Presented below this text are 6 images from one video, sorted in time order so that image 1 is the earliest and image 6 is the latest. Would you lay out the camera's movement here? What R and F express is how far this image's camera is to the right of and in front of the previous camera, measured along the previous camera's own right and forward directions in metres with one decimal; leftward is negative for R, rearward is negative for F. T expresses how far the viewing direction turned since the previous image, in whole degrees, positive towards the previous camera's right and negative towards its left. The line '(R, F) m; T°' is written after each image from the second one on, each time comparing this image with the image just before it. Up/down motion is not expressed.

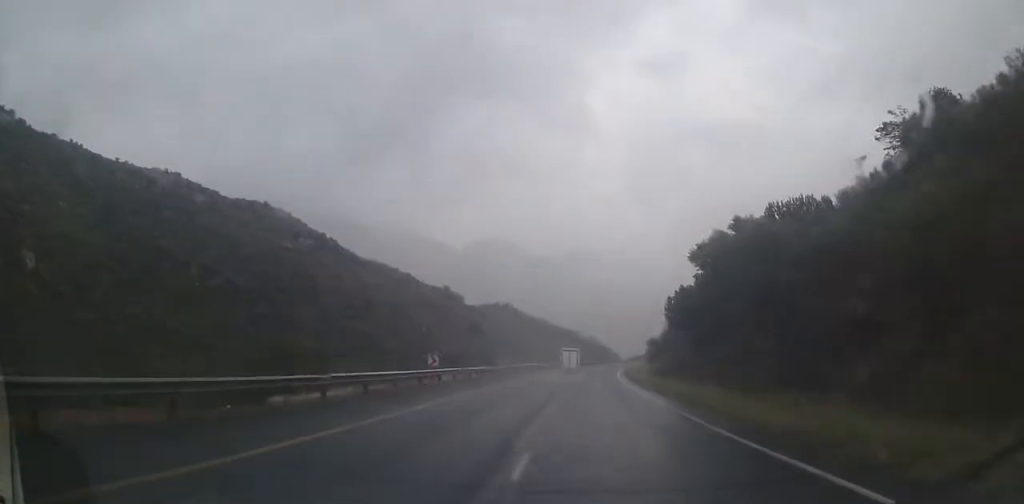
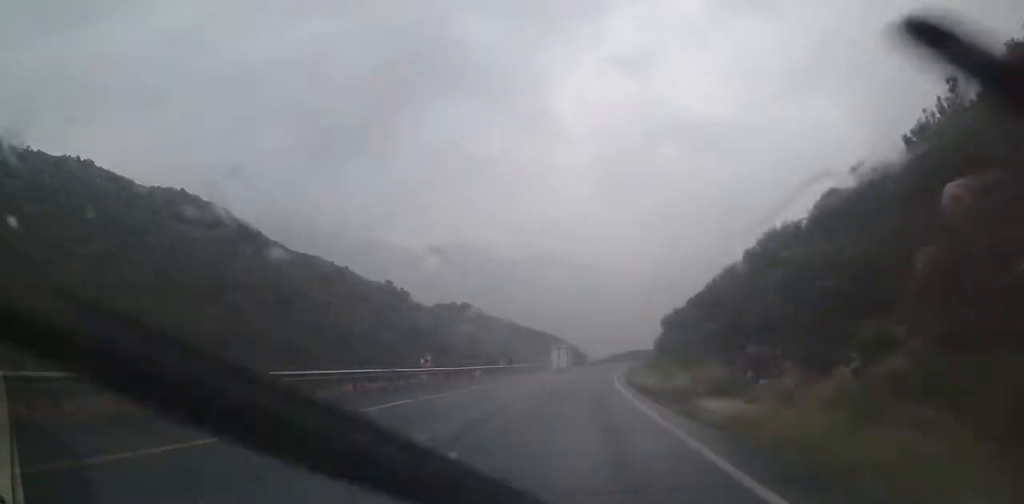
(0.0, +47.5) m; 0°
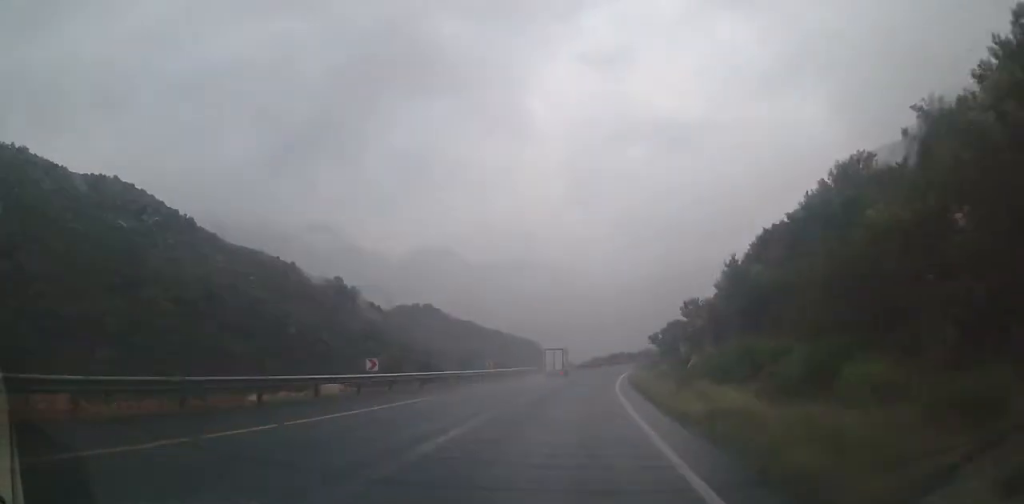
(0.0, +32.9) m; 0°
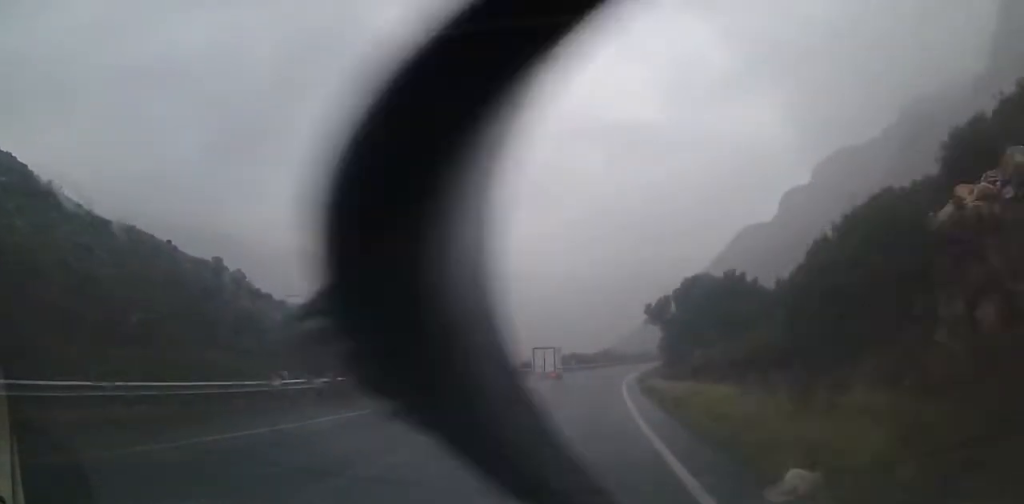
(0.0, +56.4) m; +2°
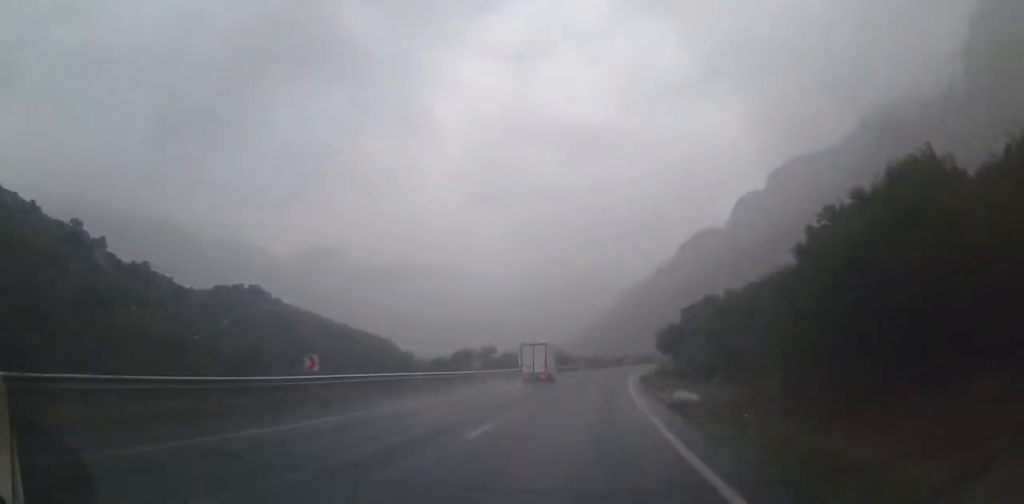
(+3.3, +48.6) m; +11°
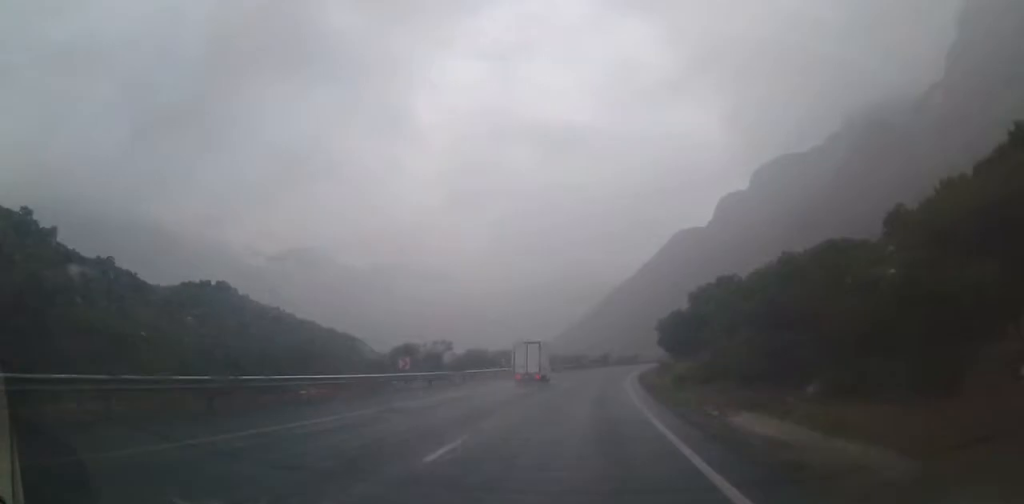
(+0.9, +14.5) m; +2°
